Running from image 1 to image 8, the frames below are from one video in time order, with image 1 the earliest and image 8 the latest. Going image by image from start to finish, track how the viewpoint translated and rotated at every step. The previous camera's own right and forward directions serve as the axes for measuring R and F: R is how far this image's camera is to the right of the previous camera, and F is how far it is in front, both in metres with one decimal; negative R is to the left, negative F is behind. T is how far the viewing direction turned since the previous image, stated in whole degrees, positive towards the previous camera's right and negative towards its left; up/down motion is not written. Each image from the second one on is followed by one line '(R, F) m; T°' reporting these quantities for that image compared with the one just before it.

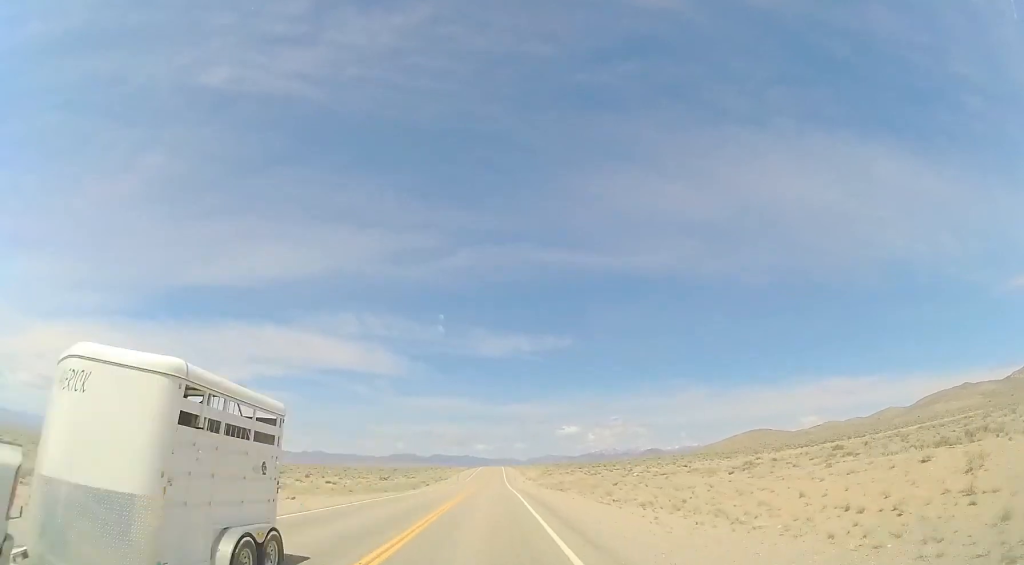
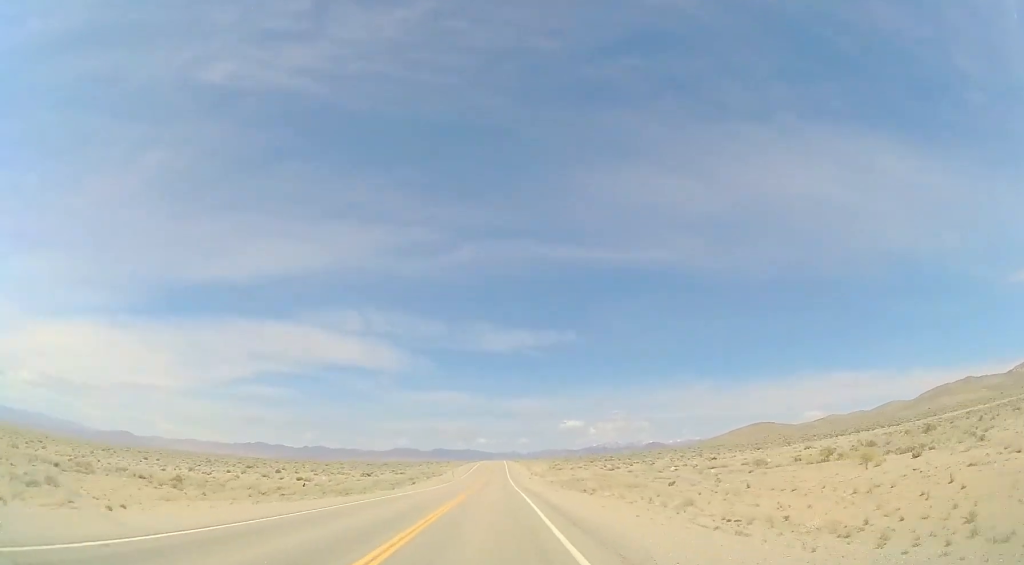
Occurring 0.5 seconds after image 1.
(-0.1, +14.5) m; 0°
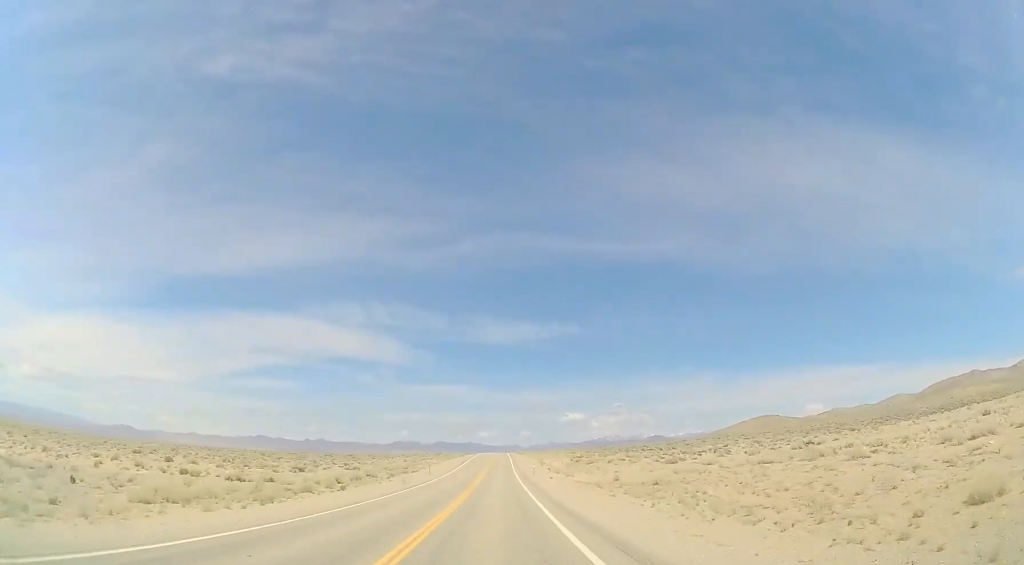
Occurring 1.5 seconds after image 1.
(+0.3, +31.0) m; 0°
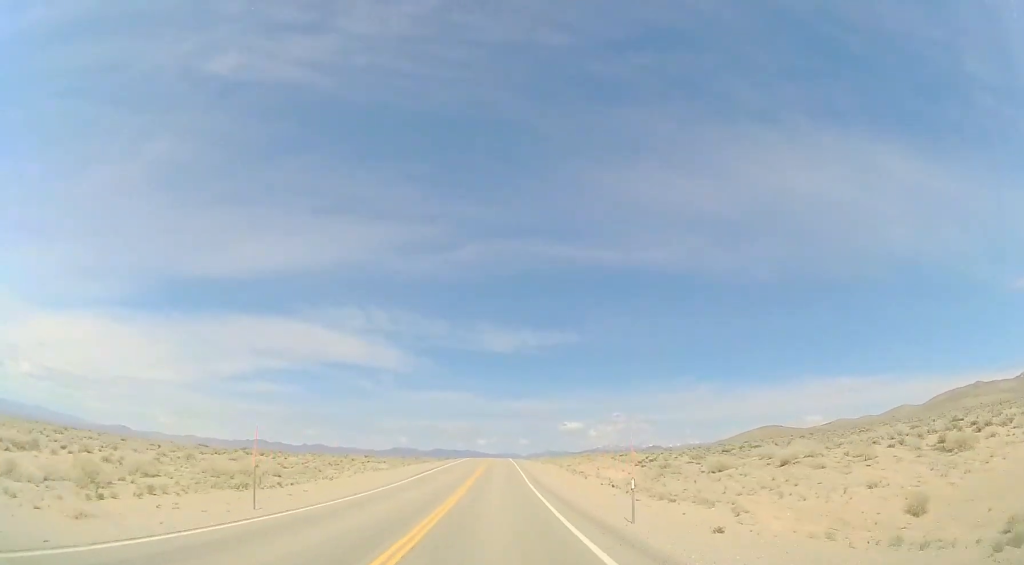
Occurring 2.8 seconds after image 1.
(-0.5, +40.1) m; -1°
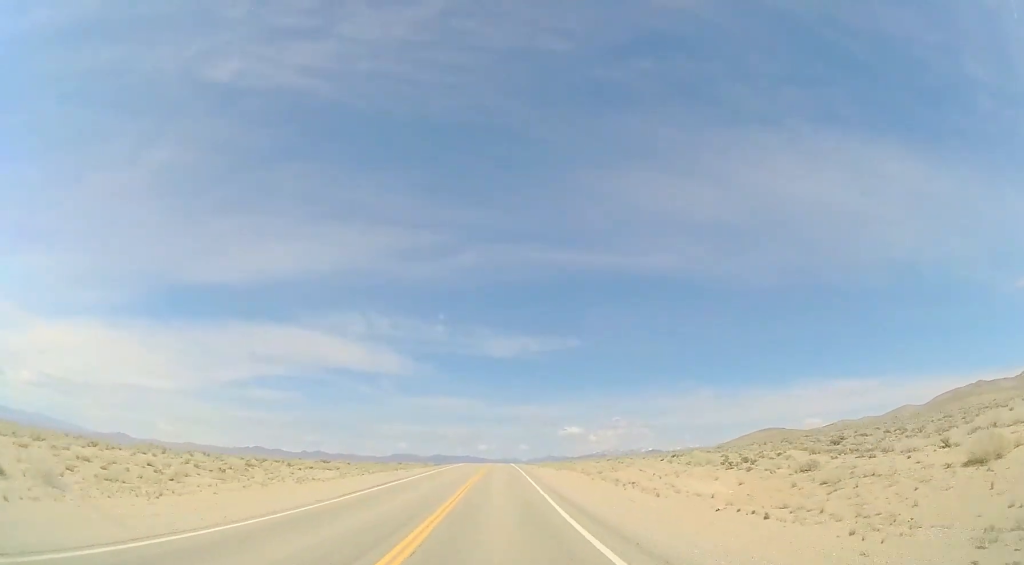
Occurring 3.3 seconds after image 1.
(-0.1, +17.5) m; 0°
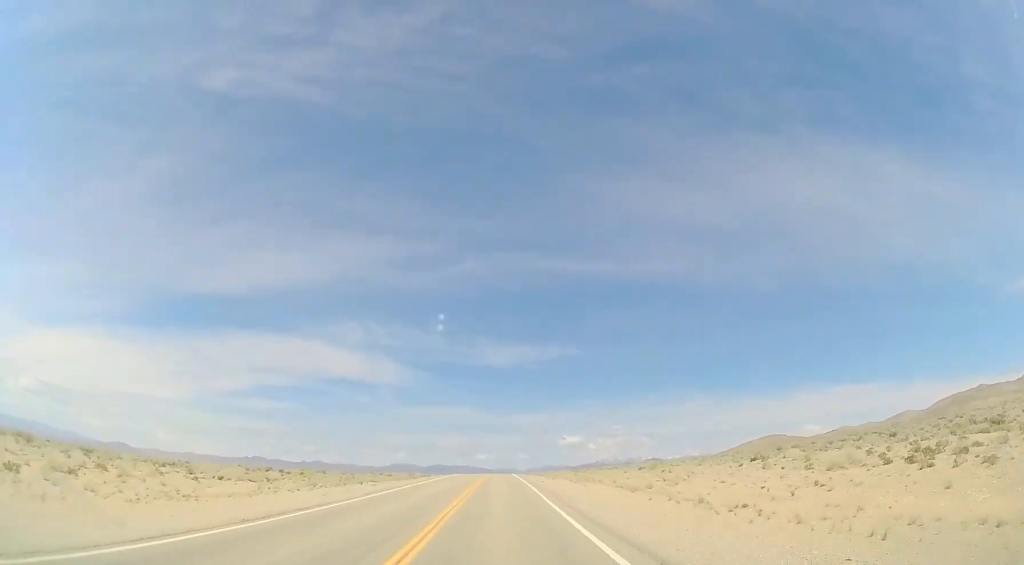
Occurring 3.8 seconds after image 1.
(+0.1, +13.4) m; +1°
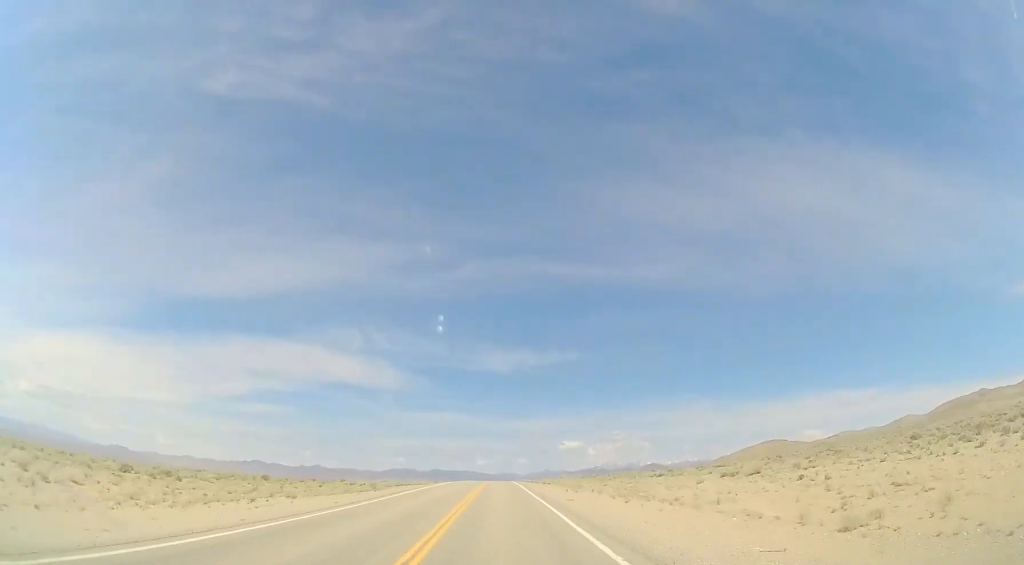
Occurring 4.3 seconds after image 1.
(0.0, +17.6) m; +1°
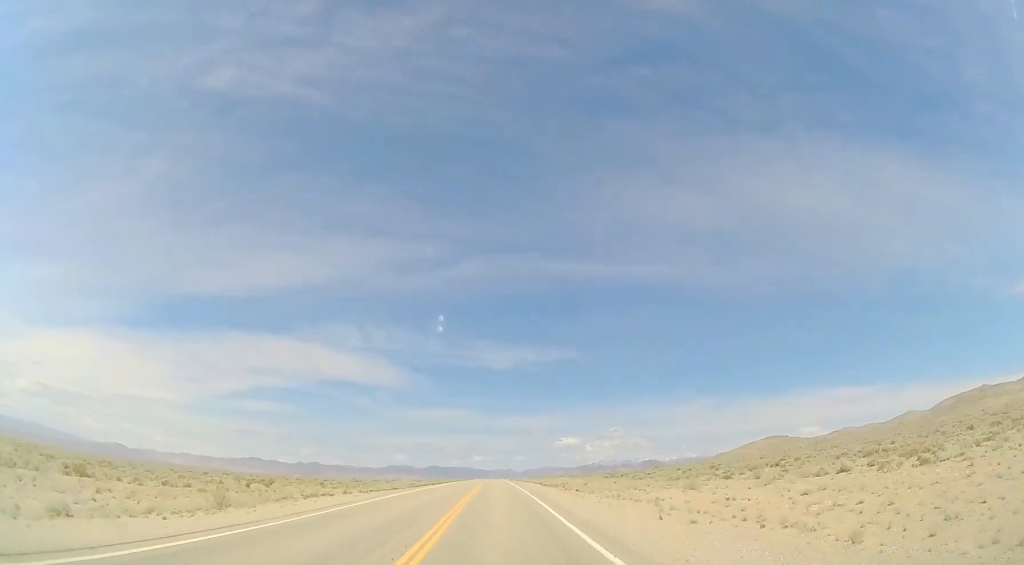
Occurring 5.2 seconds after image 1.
(+0.5, +25.9) m; 0°
